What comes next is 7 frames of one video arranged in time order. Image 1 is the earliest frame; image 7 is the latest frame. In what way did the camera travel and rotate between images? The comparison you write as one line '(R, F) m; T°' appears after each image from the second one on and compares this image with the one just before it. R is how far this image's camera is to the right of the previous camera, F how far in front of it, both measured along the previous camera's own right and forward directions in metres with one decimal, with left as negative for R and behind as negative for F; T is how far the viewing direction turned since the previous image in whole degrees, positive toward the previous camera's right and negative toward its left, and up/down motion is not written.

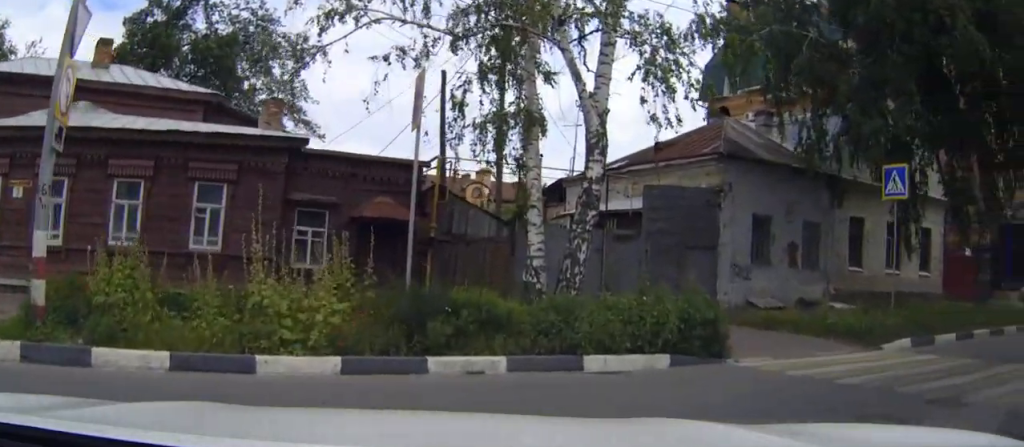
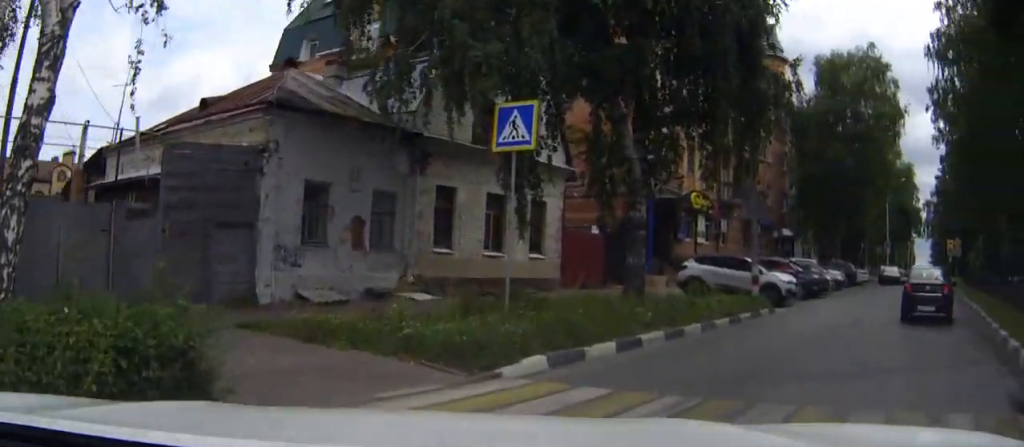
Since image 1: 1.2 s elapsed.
(+1.2, +5.0) m; +30°
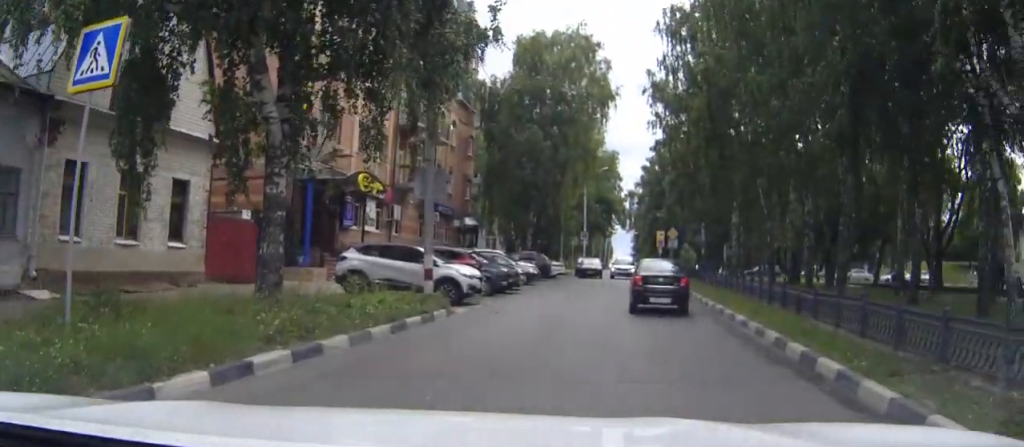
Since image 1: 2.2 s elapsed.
(+0.8, +3.9) m; +23°
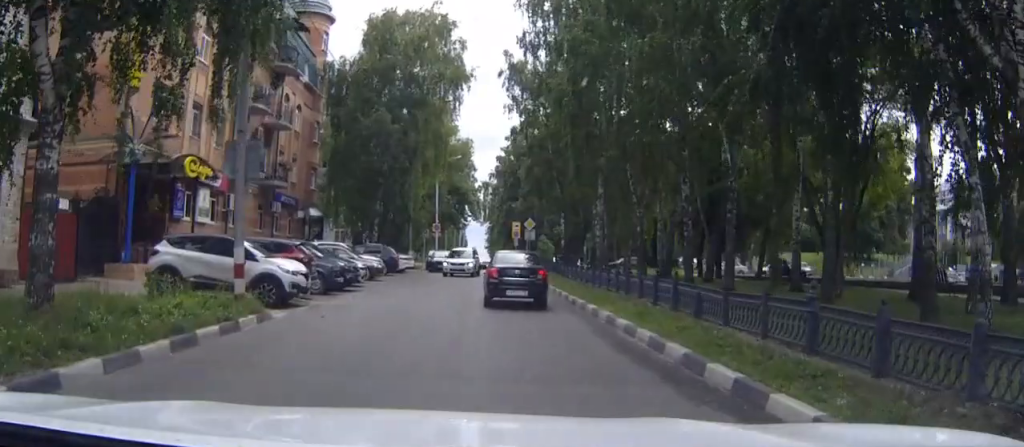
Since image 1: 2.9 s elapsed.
(+0.5, +3.2) m; +9°
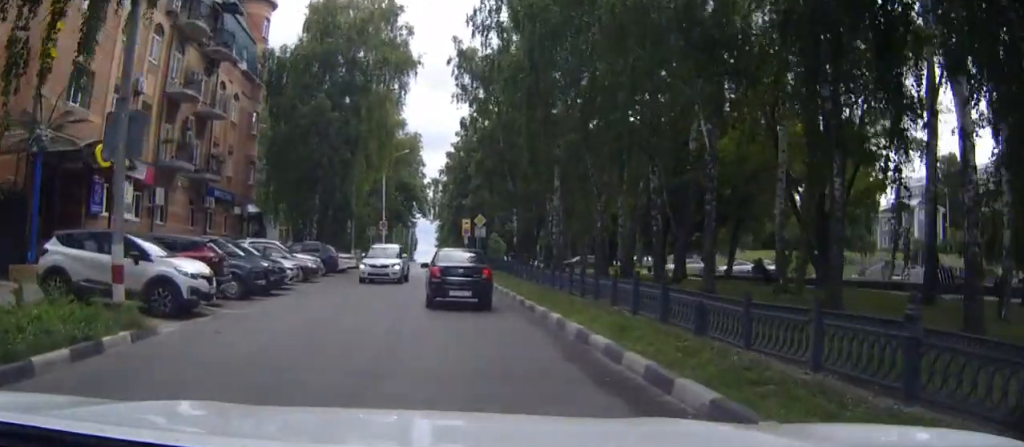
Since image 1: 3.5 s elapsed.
(+0.2, +3.1) m; +5°
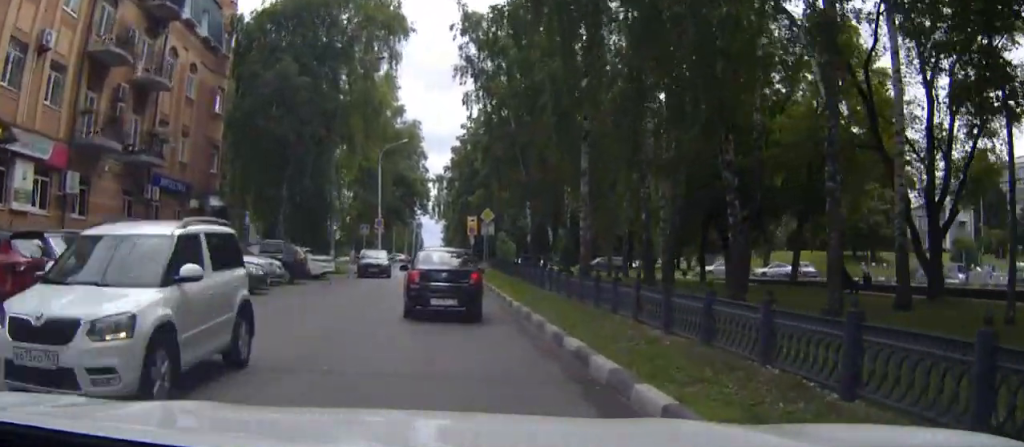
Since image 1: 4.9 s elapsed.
(+0.4, +7.7) m; +3°
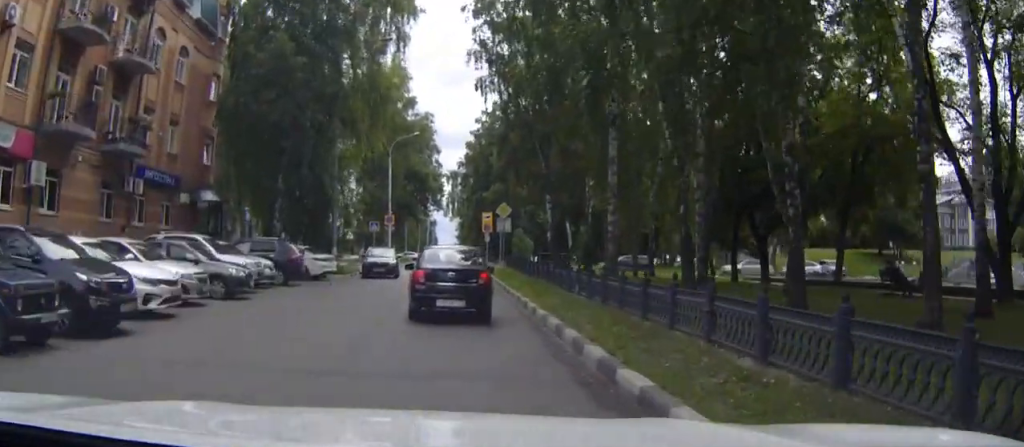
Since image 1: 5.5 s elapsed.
(0.0, +3.1) m; -2°
